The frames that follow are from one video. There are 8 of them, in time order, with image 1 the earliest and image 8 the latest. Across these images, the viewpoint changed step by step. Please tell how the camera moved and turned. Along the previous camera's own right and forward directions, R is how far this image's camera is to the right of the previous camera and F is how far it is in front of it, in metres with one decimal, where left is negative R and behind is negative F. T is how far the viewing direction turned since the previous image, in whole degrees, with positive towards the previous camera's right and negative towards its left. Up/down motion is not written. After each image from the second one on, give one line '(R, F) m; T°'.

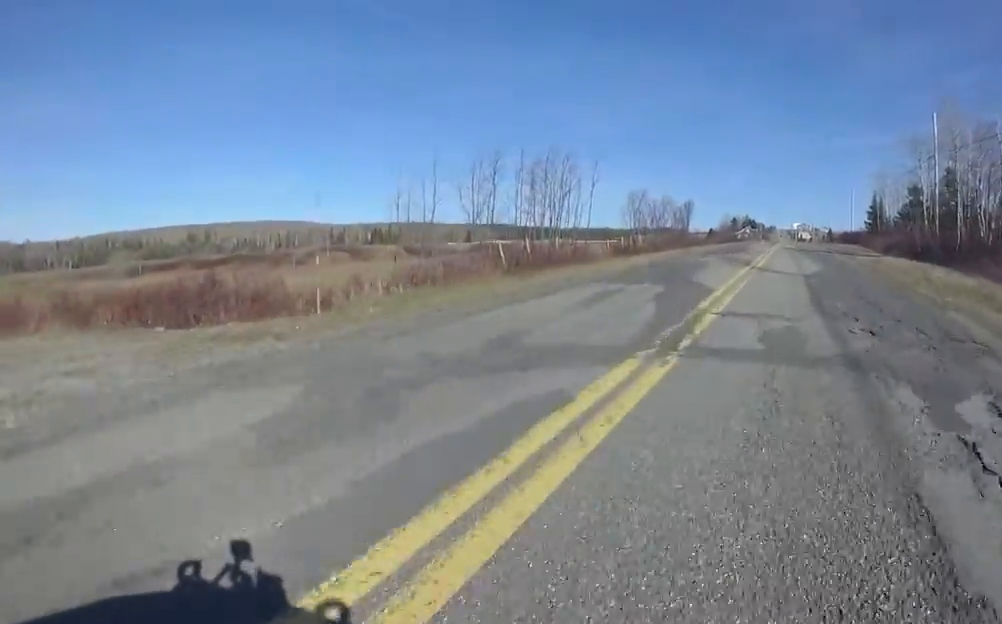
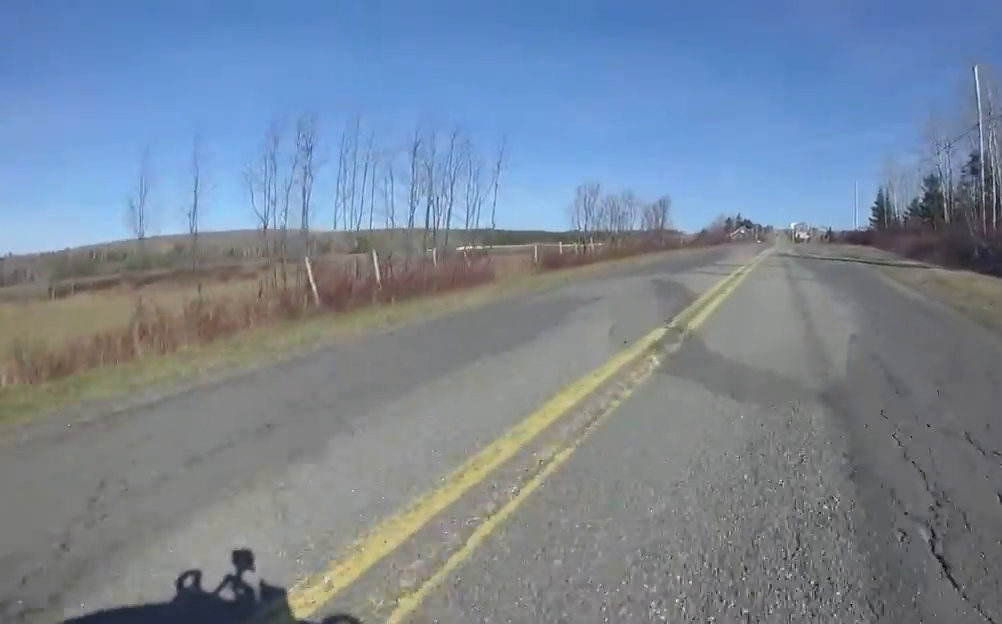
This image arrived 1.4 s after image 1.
(-0.1, +10.7) m; -2°
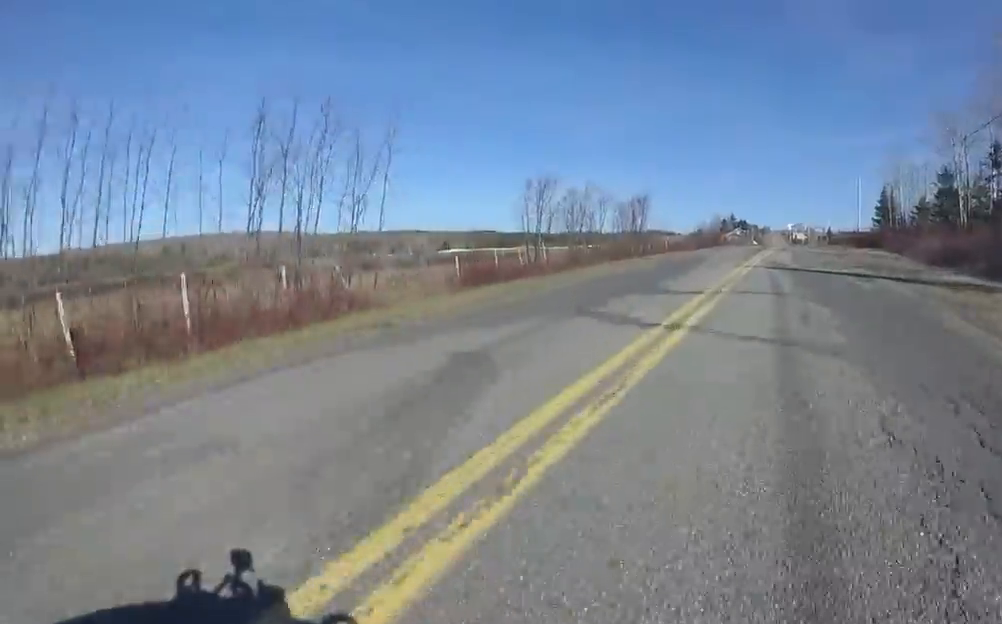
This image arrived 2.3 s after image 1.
(-0.1, +6.4) m; -1°
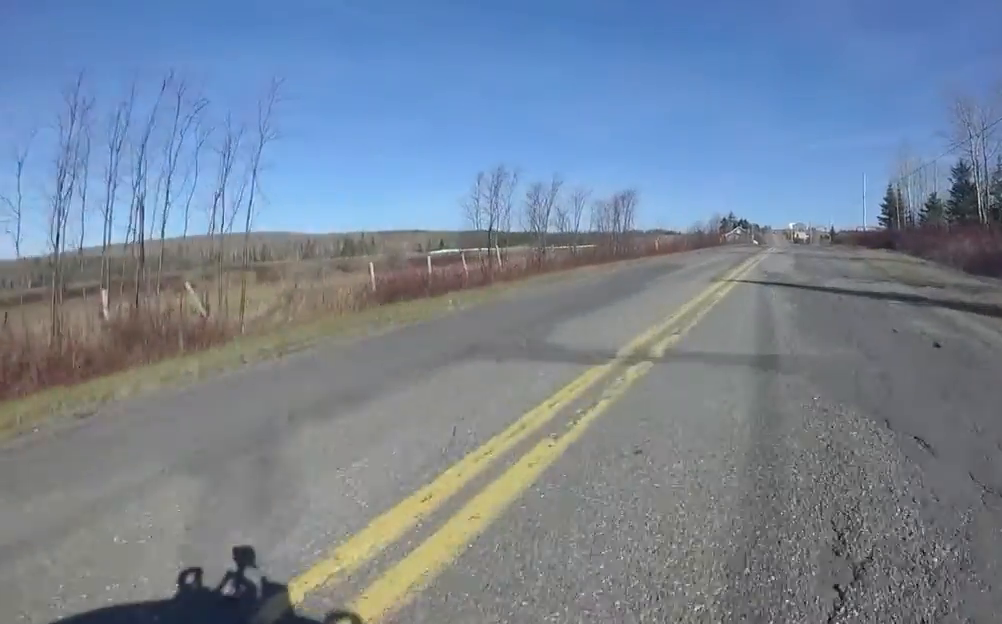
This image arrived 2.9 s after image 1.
(0.0, +4.7) m; +1°
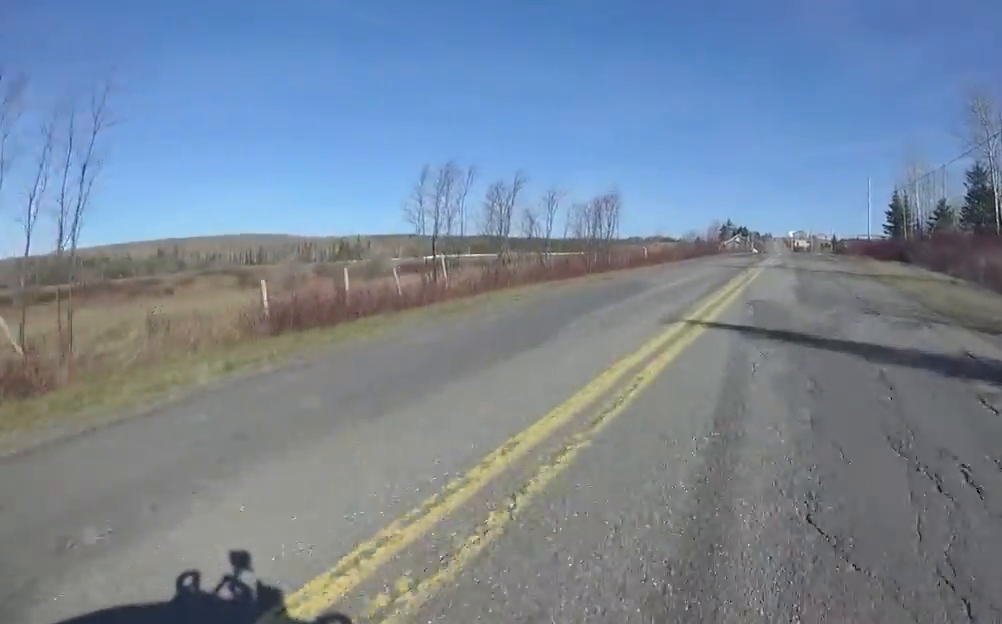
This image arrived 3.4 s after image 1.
(+0.1, +4.2) m; +1°
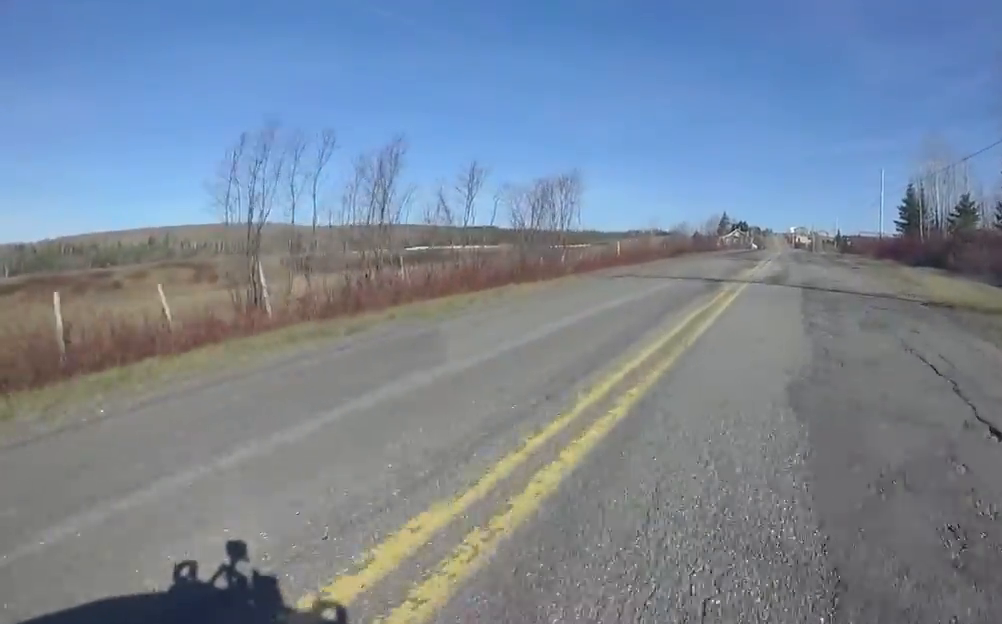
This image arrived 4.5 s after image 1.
(+0.1, +8.3) m; +1°
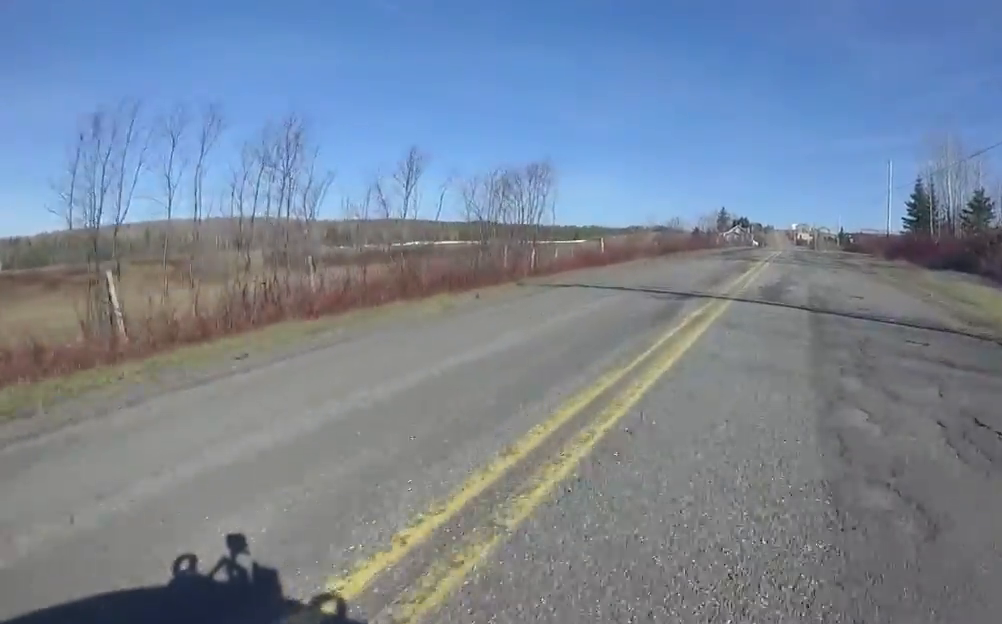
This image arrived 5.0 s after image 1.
(0.0, +4.1) m; 0°
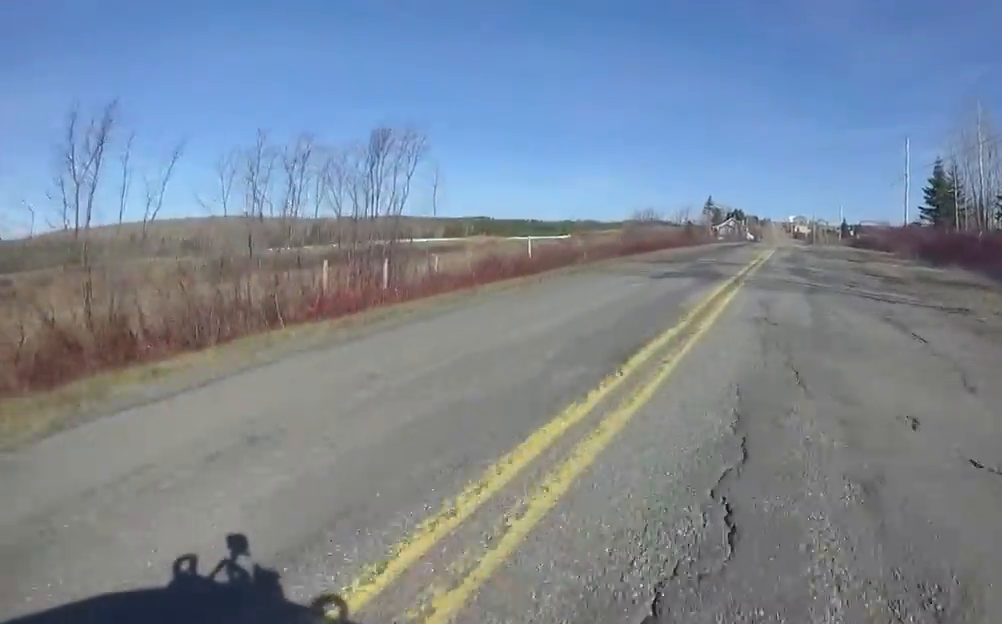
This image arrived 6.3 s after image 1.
(-0.1, +10.6) m; -3°
